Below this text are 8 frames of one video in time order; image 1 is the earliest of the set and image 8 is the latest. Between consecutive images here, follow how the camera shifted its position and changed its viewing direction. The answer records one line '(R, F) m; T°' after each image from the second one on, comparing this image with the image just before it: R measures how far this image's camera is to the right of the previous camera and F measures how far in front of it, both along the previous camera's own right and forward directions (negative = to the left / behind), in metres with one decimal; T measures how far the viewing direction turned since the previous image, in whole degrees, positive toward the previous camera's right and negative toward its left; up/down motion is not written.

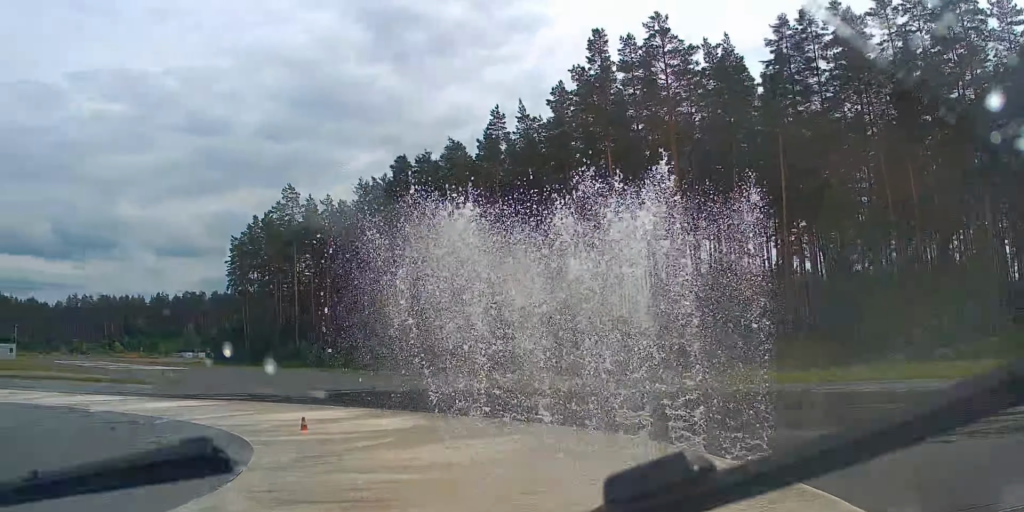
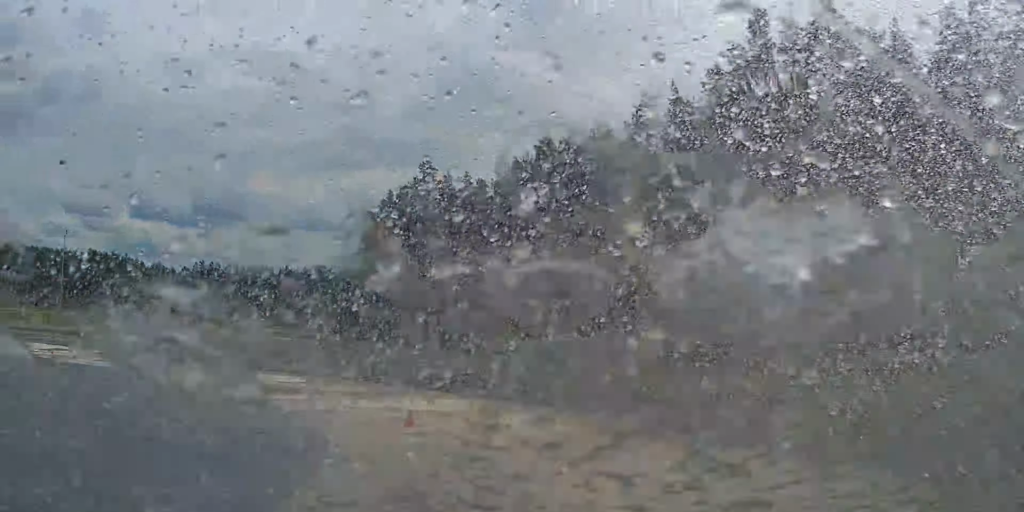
(-0.9, +4.7) m; -9°
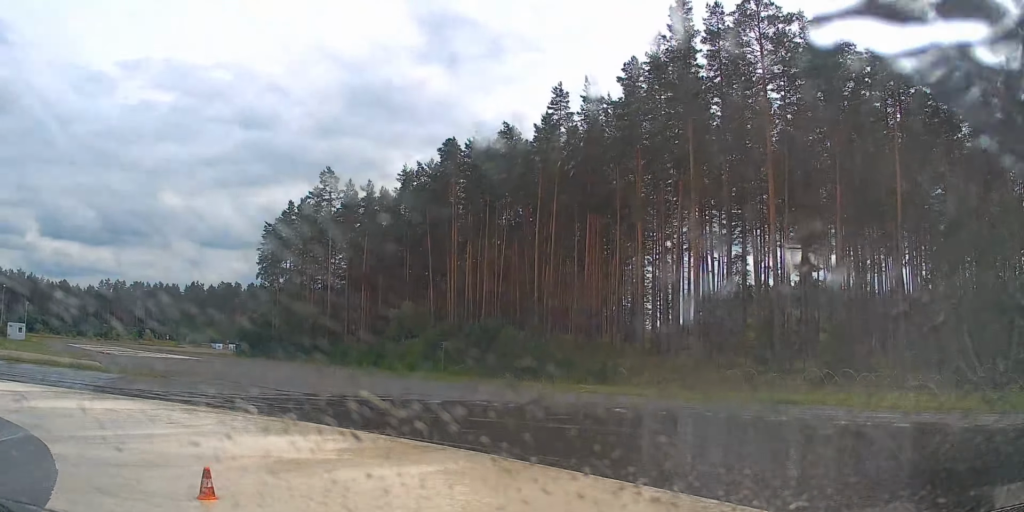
(-0.4, +6.3) m; -11°
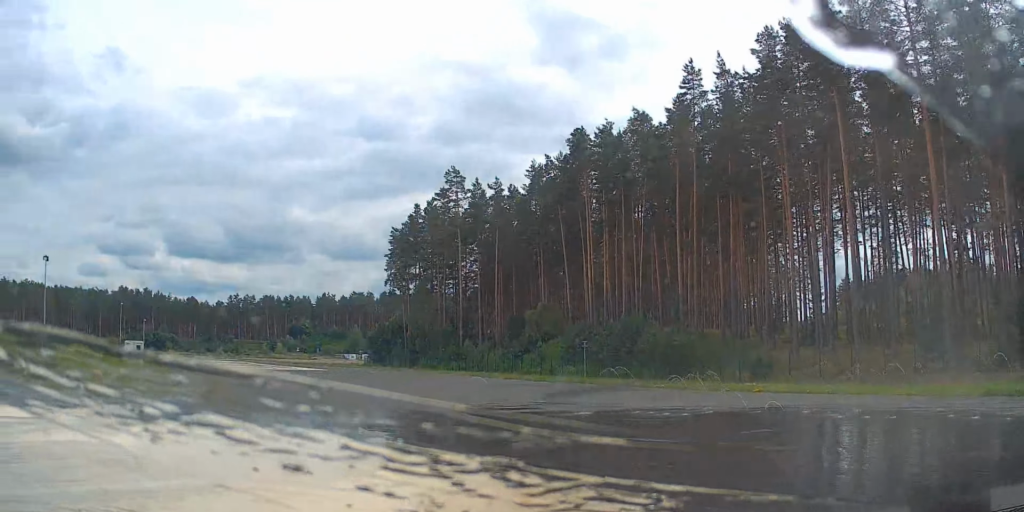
(-0.8, +5.6) m; -6°
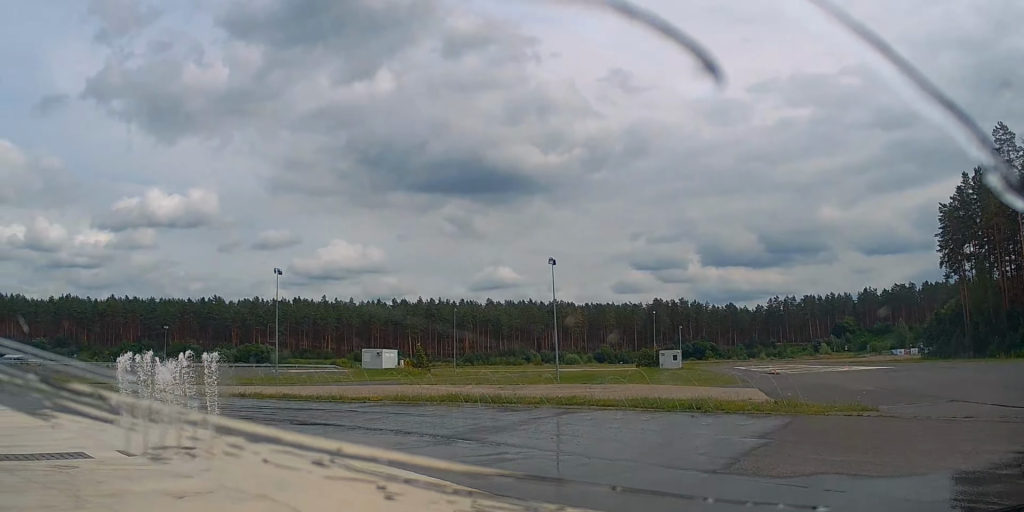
(-1.8, +14.8) m; -18°
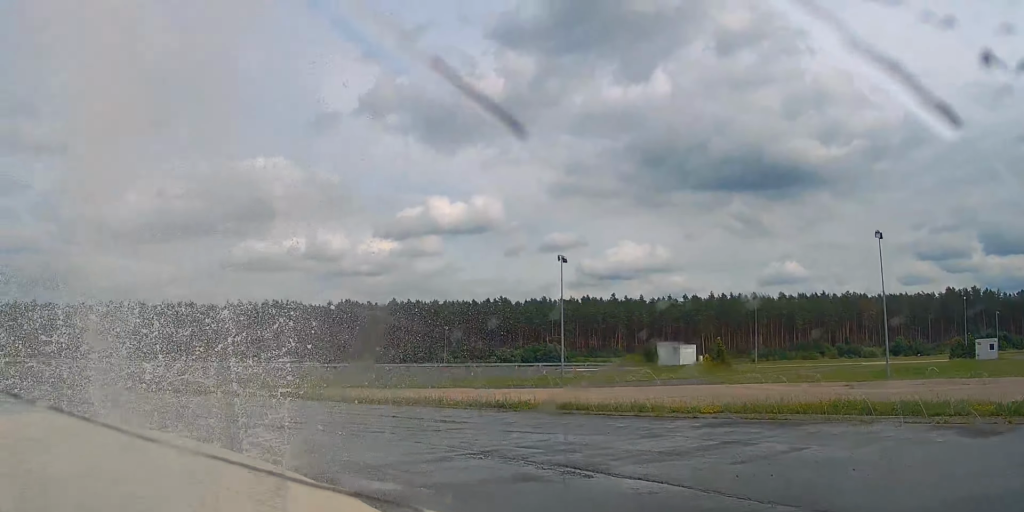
(-2.3, +10.8) m; -23°
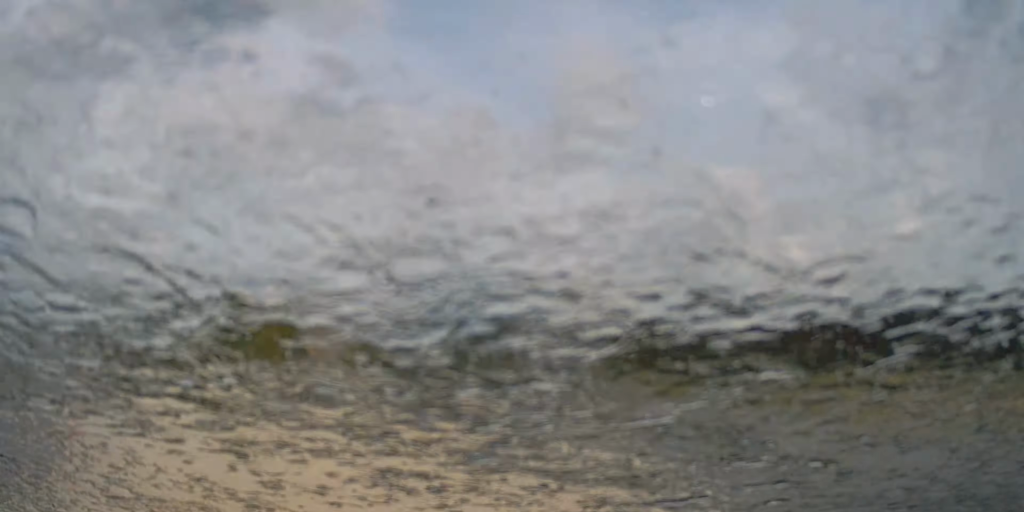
(-1.7, +9.0) m; -21°
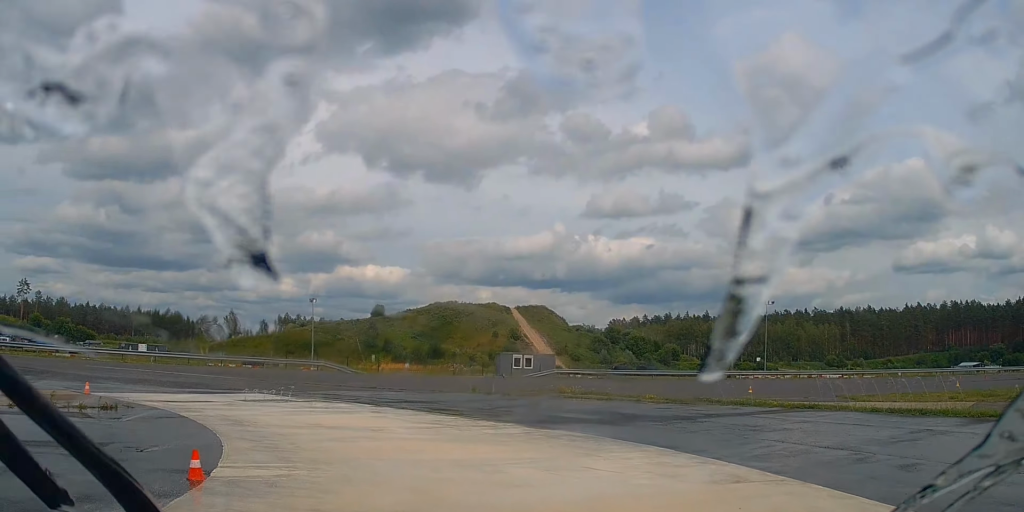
(-0.8, +6.7) m; -20°
